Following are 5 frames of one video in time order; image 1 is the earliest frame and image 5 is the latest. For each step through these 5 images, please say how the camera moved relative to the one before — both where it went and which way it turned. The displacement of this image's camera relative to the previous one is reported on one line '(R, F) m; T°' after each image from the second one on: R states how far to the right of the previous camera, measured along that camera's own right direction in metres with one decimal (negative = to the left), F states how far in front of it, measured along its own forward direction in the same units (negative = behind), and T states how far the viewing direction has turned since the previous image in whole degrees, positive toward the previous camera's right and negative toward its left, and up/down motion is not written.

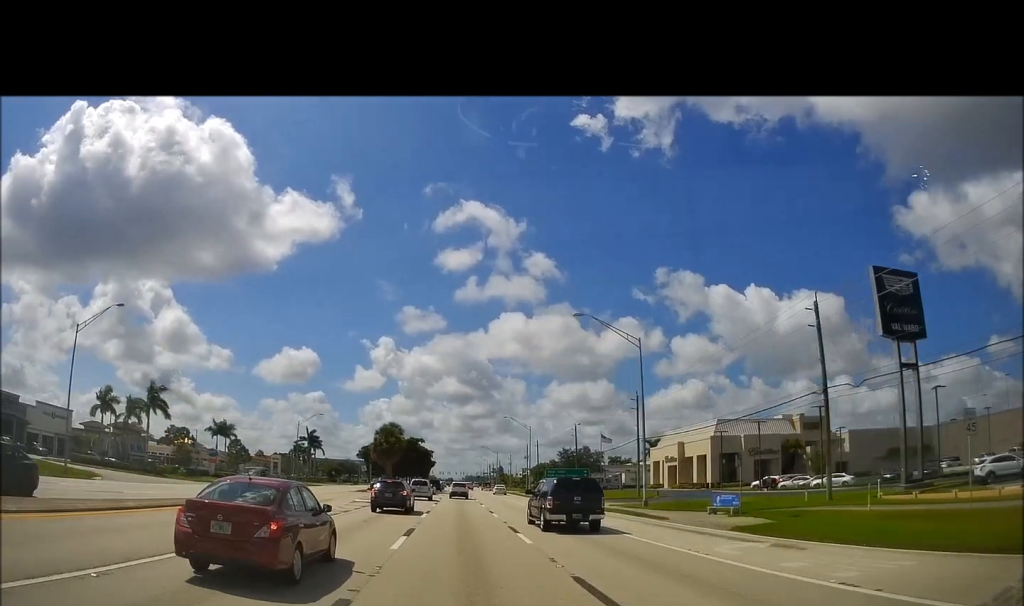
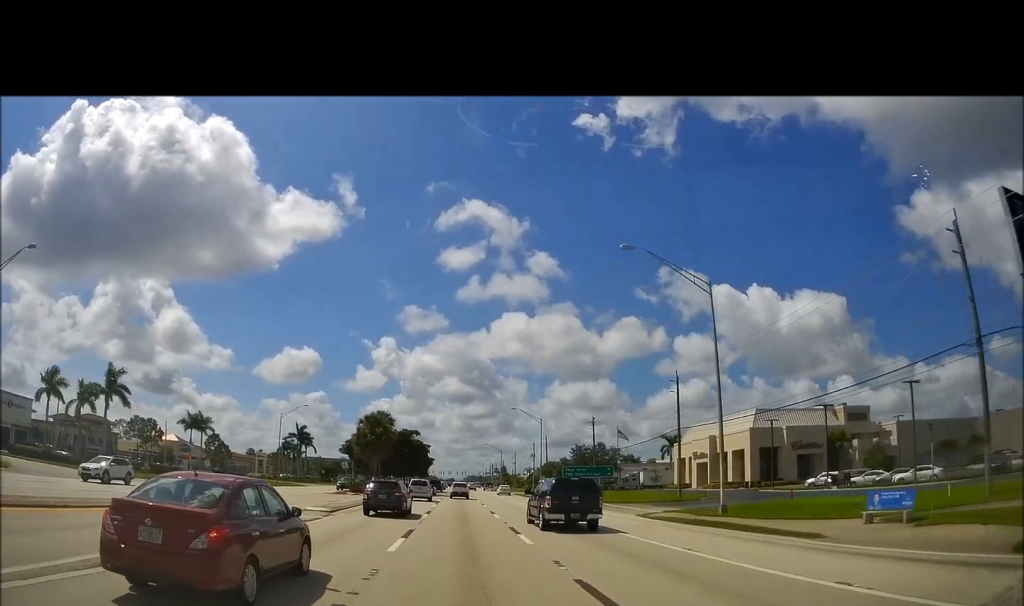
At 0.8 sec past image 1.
(0.0, +13.0) m; 0°
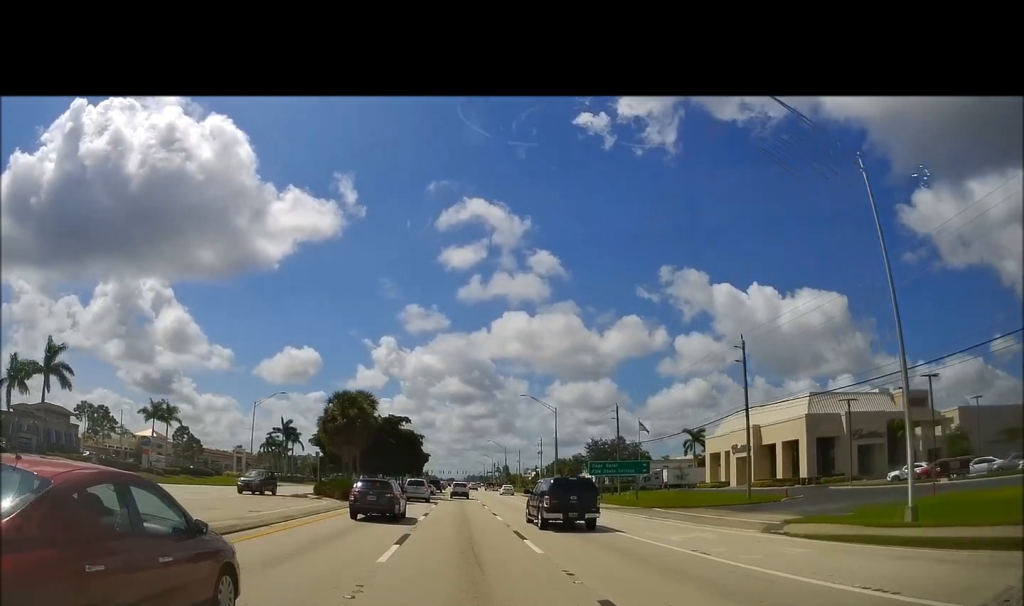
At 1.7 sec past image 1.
(0.0, +14.4) m; -1°
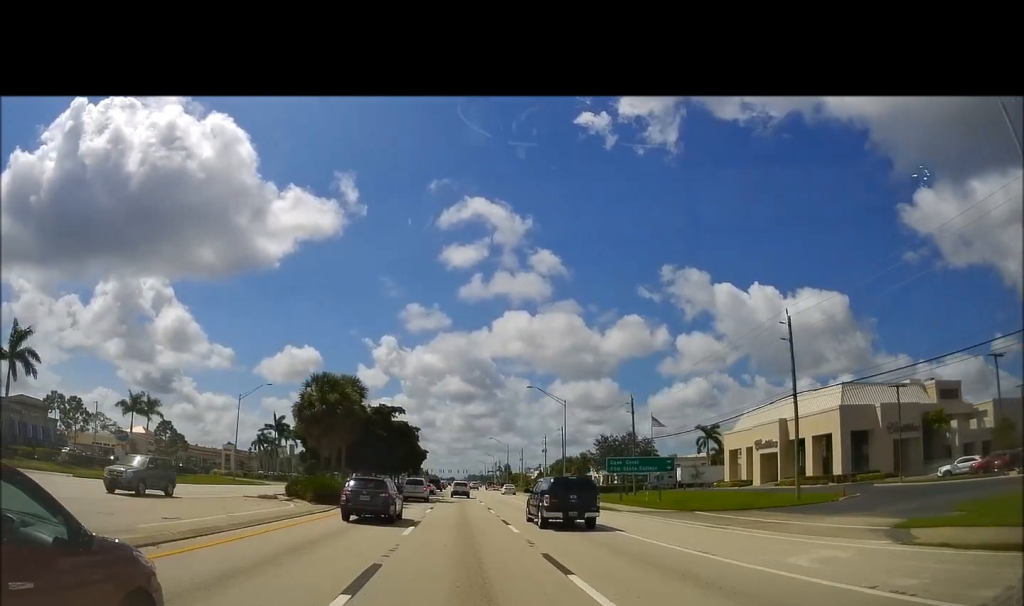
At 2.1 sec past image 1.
(-0.2, +6.8) m; 0°
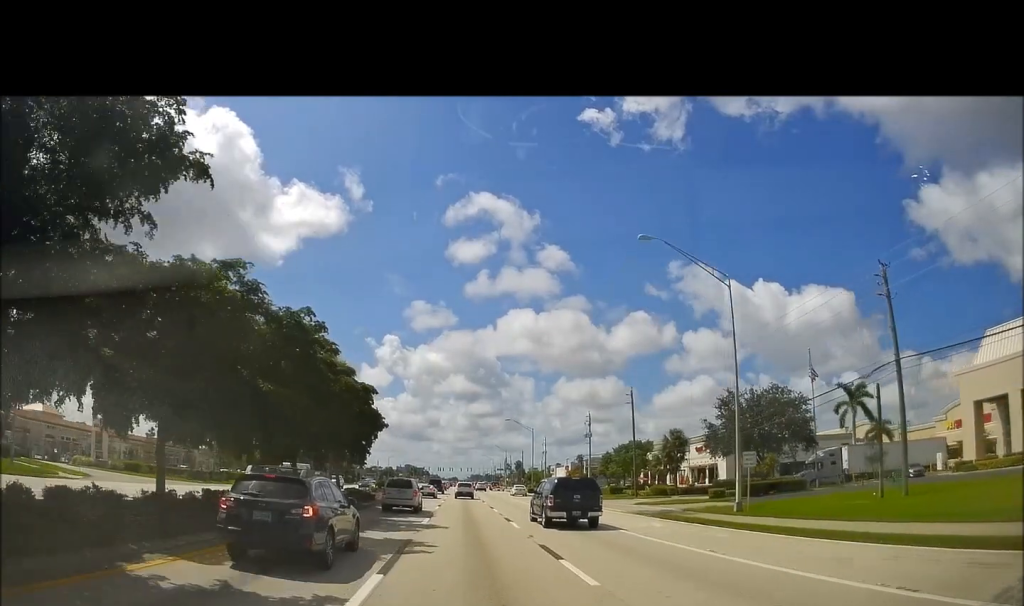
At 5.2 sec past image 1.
(+0.5, +48.3) m; 0°
